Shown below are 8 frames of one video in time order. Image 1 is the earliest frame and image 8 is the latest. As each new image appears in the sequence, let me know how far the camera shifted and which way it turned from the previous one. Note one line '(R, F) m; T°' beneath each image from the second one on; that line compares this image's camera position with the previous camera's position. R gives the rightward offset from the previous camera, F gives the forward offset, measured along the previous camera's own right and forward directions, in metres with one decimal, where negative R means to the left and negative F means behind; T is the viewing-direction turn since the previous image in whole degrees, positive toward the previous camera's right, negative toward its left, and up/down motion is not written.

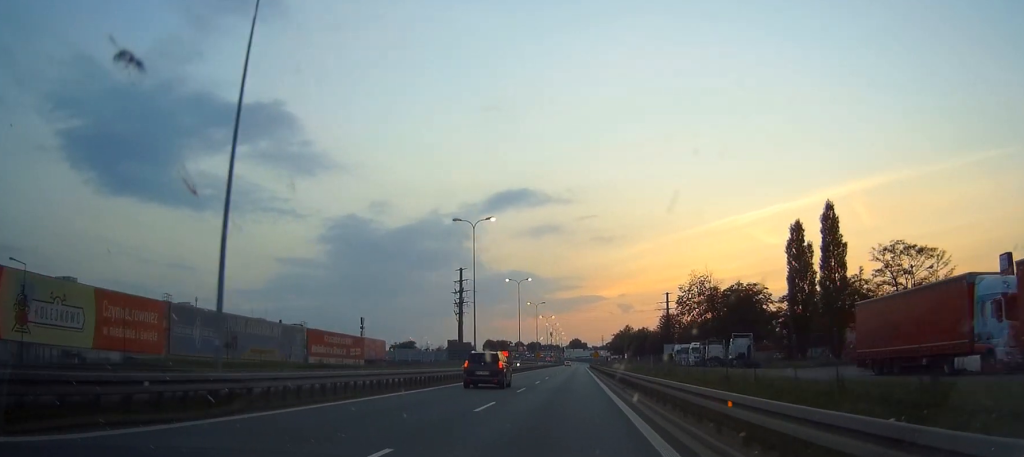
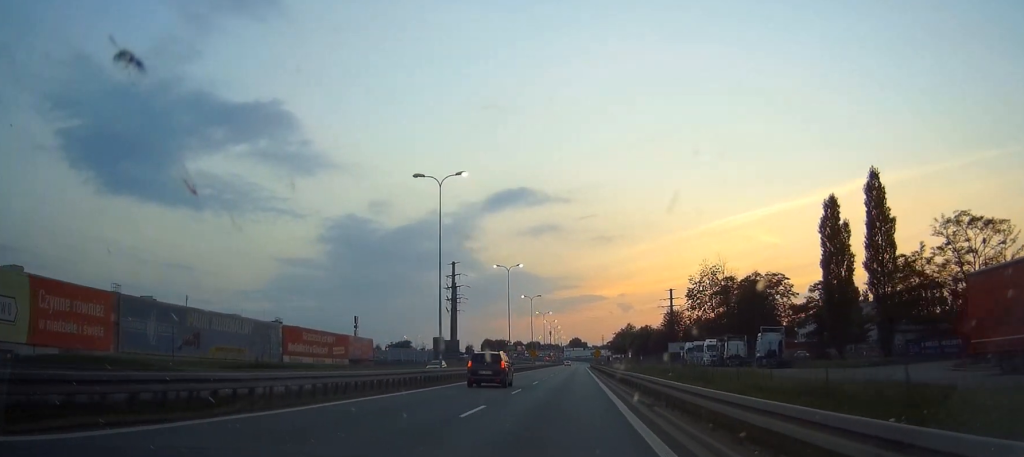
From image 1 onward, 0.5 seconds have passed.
(0.0, +9.1) m; 0°
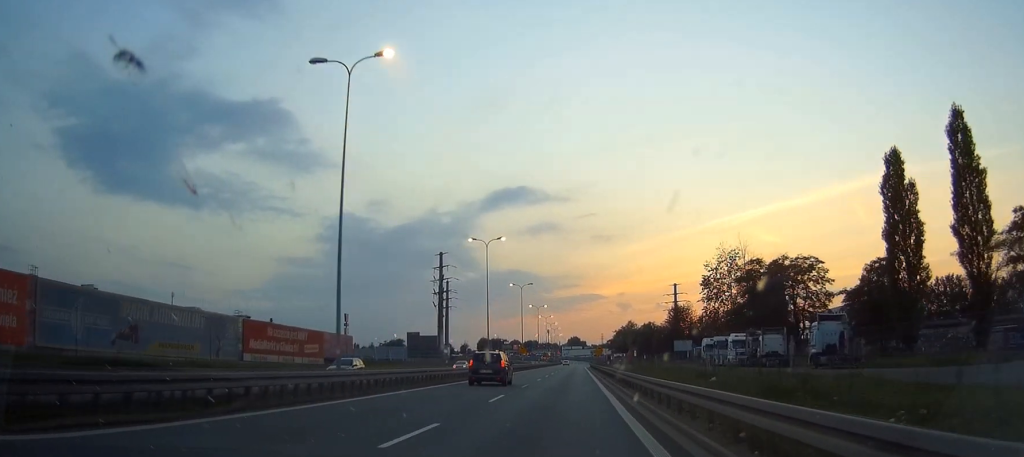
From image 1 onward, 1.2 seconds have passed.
(0.0, +11.4) m; 0°
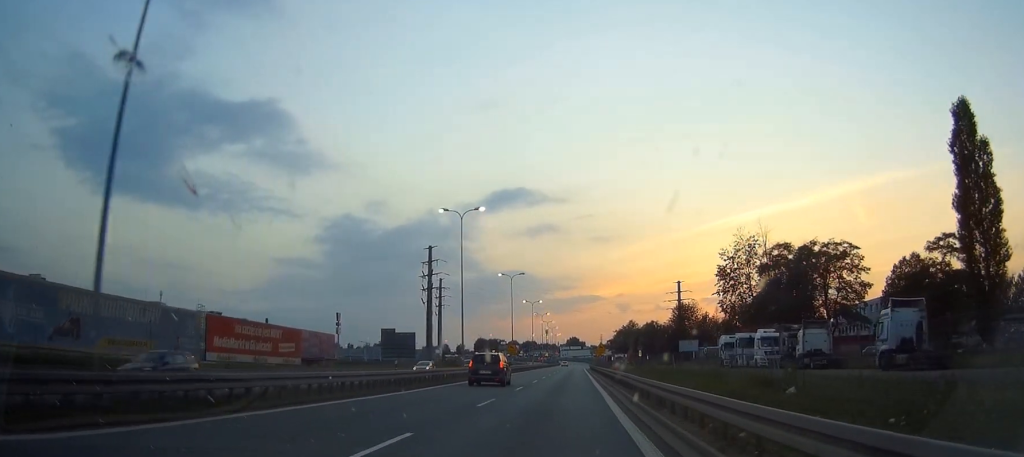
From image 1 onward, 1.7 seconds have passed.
(0.0, +9.1) m; 0°
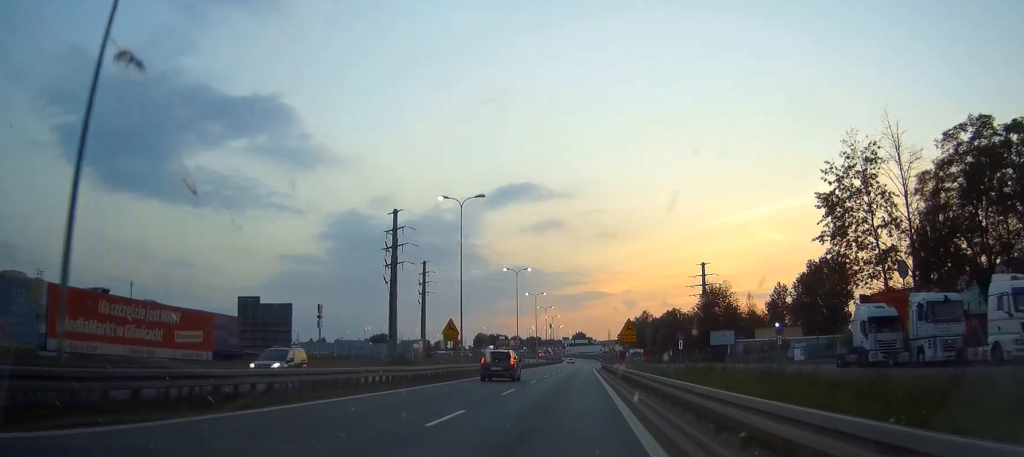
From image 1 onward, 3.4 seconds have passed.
(0.0, +28.5) m; 0°
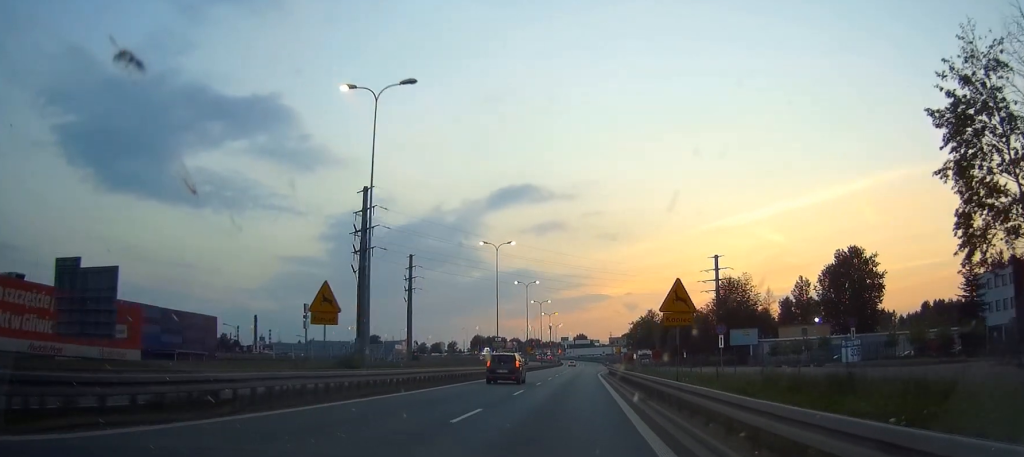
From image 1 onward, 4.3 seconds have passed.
(0.0, +14.8) m; 0°
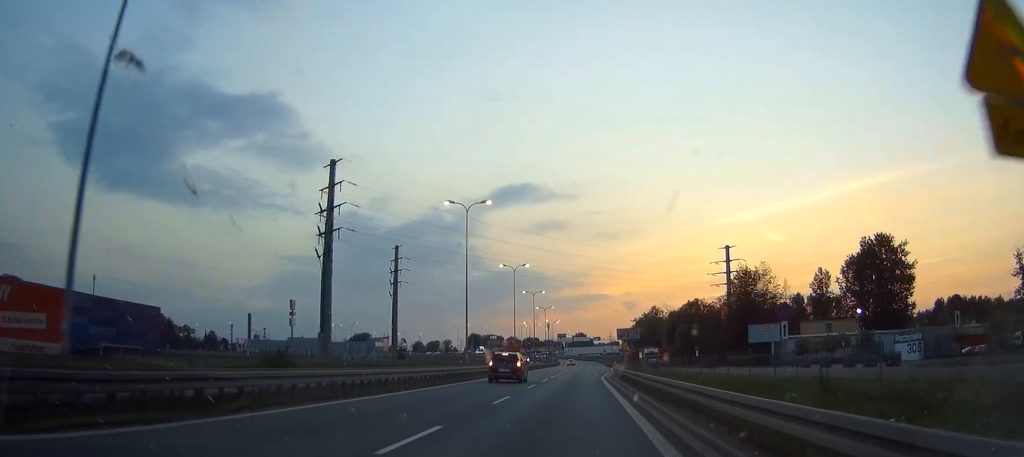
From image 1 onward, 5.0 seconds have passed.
(0.0, +11.9) m; 0°
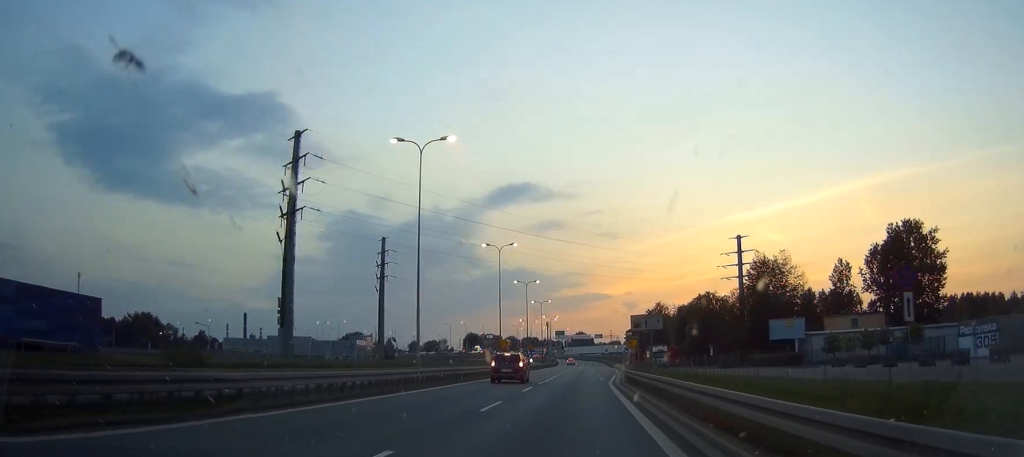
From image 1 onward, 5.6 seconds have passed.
(0.0, +10.3) m; 0°
